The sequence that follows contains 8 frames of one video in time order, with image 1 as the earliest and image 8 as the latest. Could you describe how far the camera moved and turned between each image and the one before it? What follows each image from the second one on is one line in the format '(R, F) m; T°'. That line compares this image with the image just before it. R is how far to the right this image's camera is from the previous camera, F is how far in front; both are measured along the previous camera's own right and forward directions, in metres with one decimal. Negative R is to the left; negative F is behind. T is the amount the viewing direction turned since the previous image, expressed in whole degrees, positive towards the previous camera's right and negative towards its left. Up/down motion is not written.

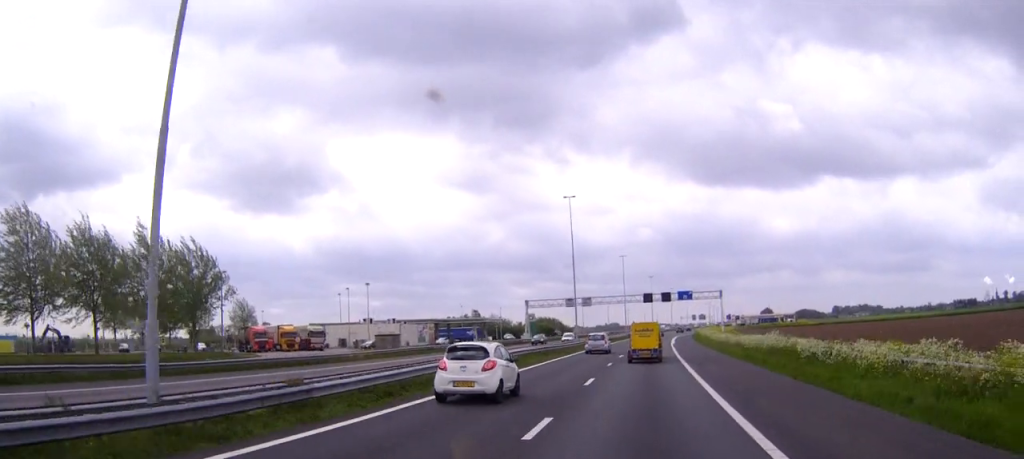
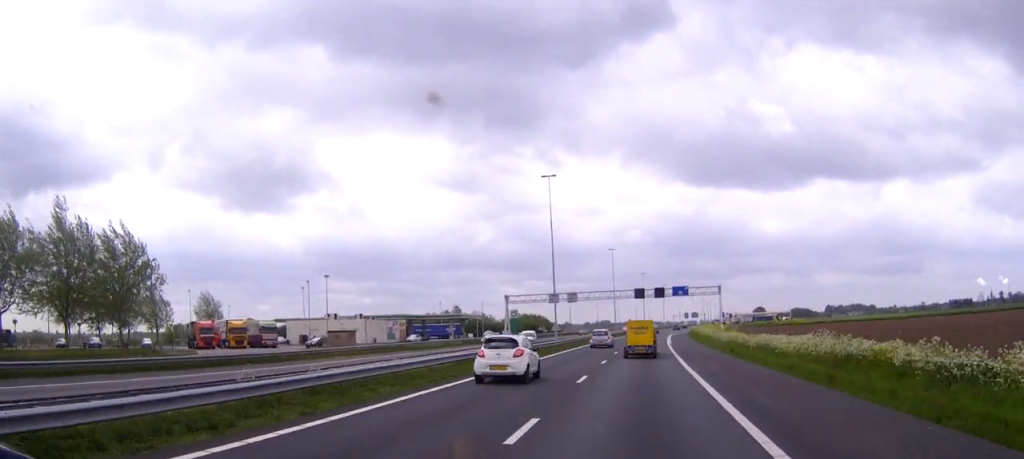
(0.0, +13.0) m; 0°
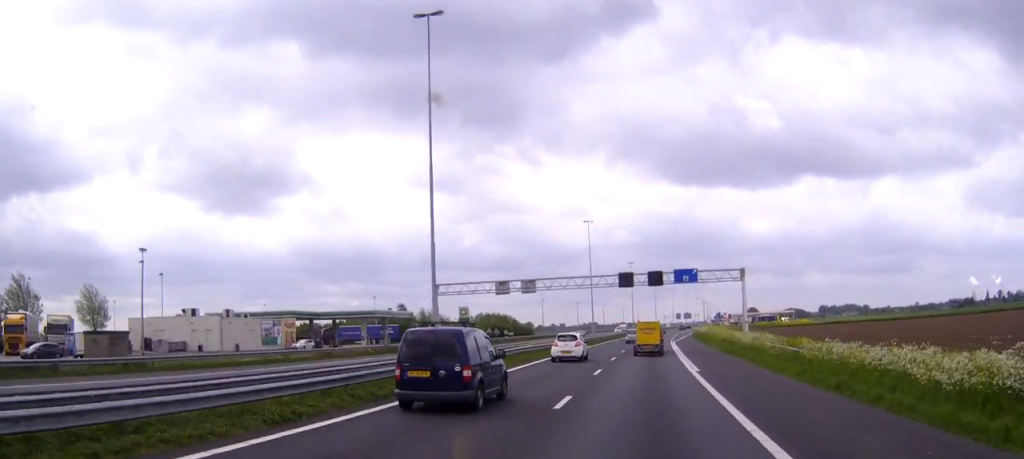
(+0.4, +42.0) m; +1°
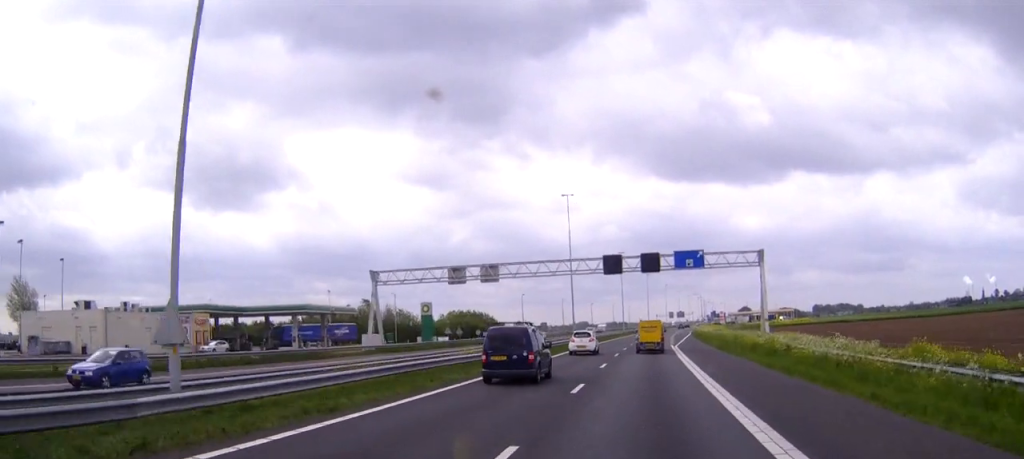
(+0.1, +19.8) m; 0°
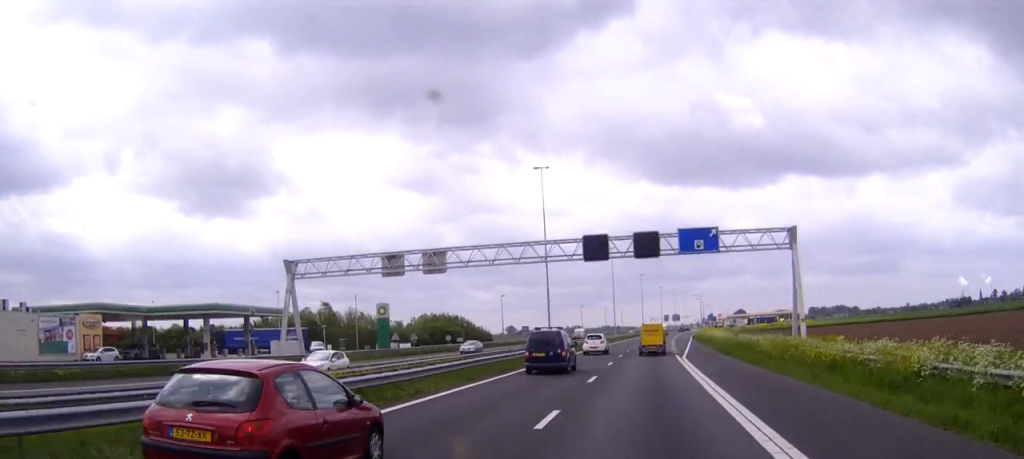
(+0.1, +18.3) m; +1°
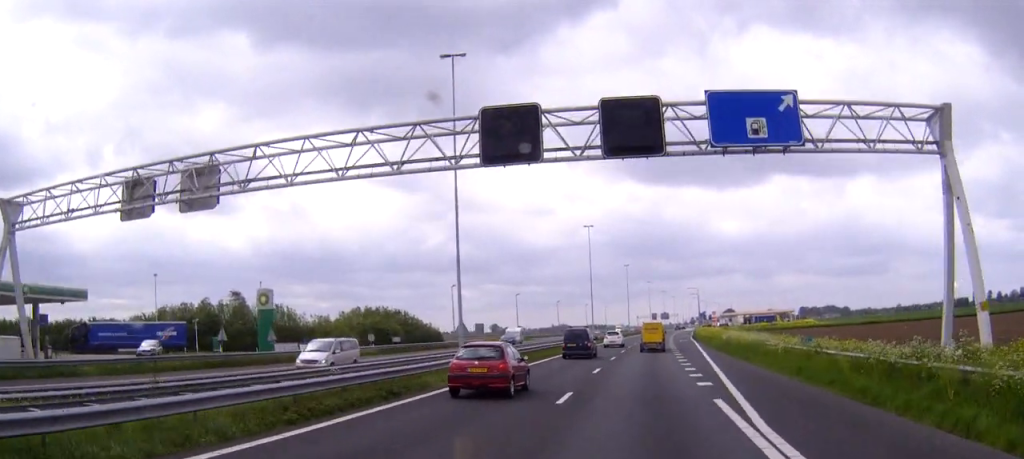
(+0.3, +31.2) m; +1°
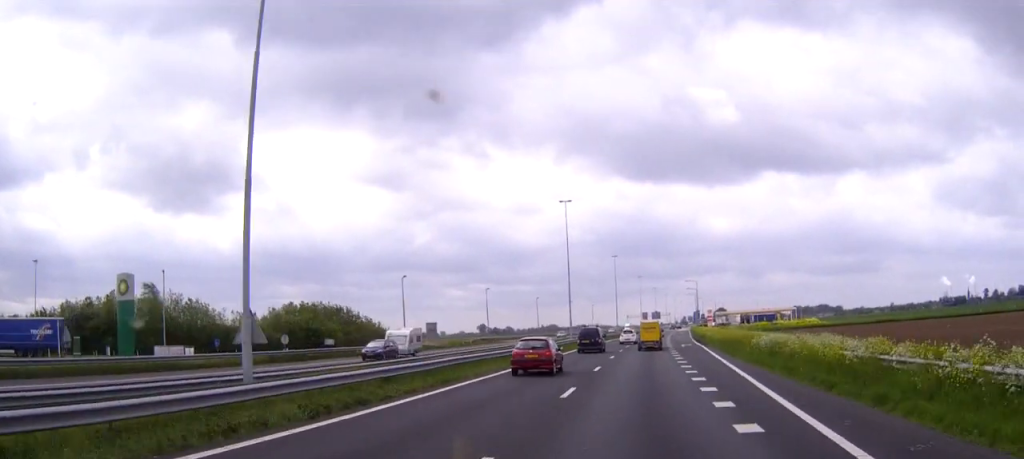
(+0.1, +22.1) m; +1°
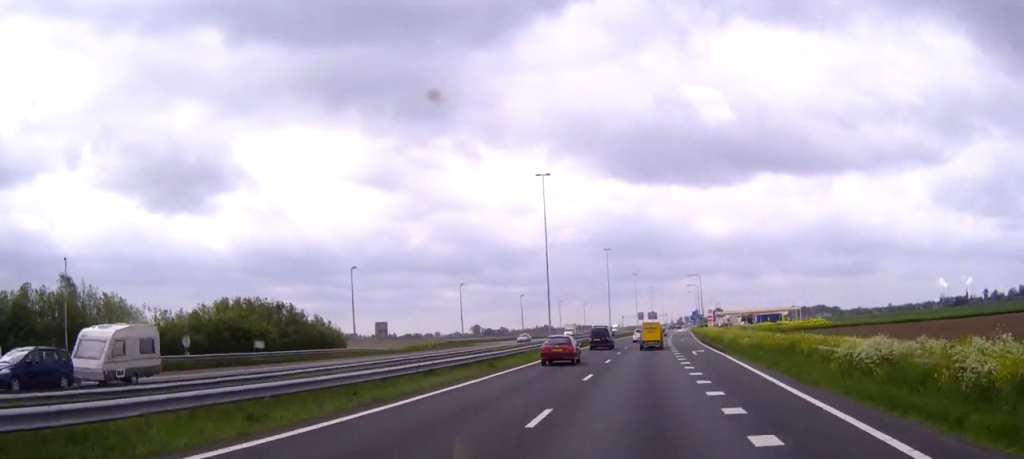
(0.0, +17.5) m; +1°
